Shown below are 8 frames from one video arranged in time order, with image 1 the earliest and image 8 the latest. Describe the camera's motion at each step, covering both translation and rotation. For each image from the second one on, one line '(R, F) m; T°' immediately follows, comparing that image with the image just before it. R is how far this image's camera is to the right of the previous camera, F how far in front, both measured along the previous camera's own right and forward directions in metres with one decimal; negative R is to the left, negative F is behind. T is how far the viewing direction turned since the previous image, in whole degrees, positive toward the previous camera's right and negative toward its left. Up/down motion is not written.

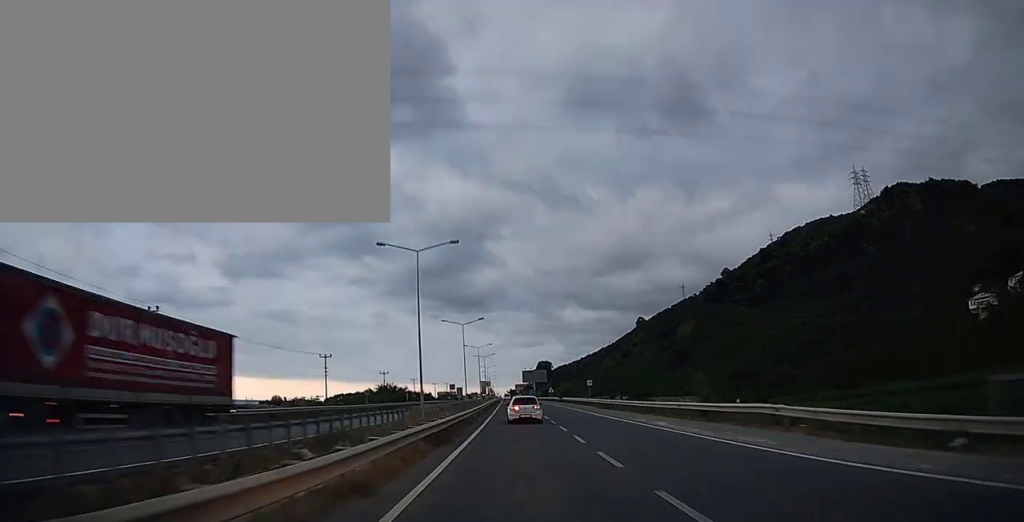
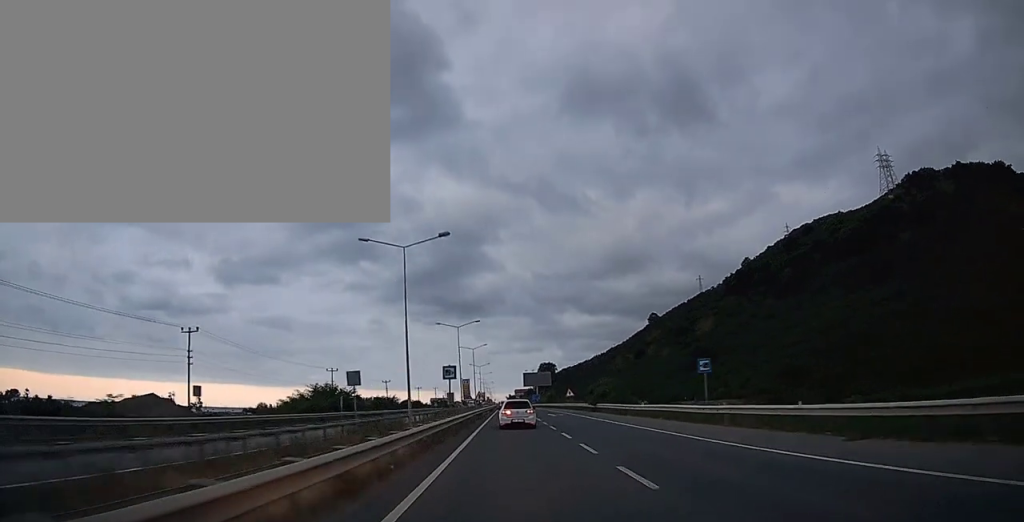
(0.0, +37.9) m; 0°
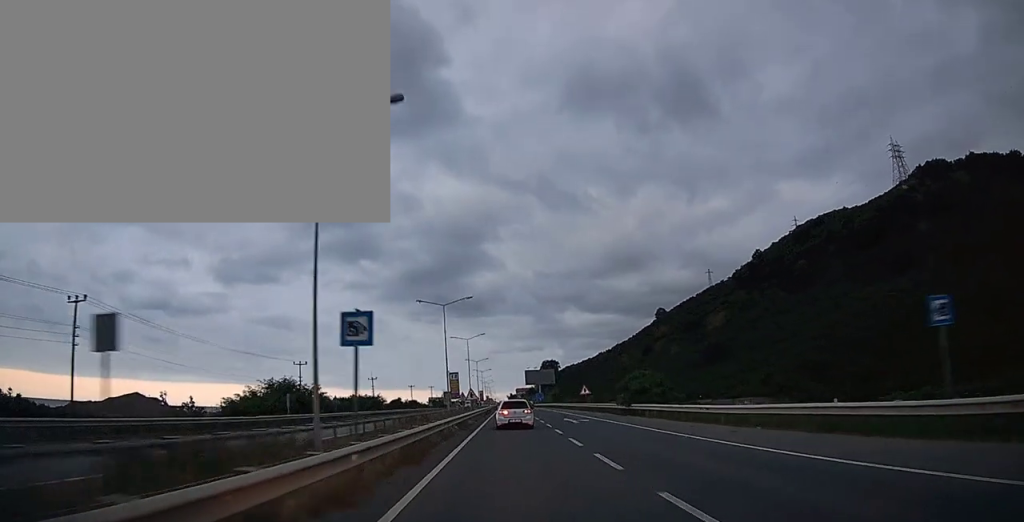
(0.0, +15.0) m; 0°
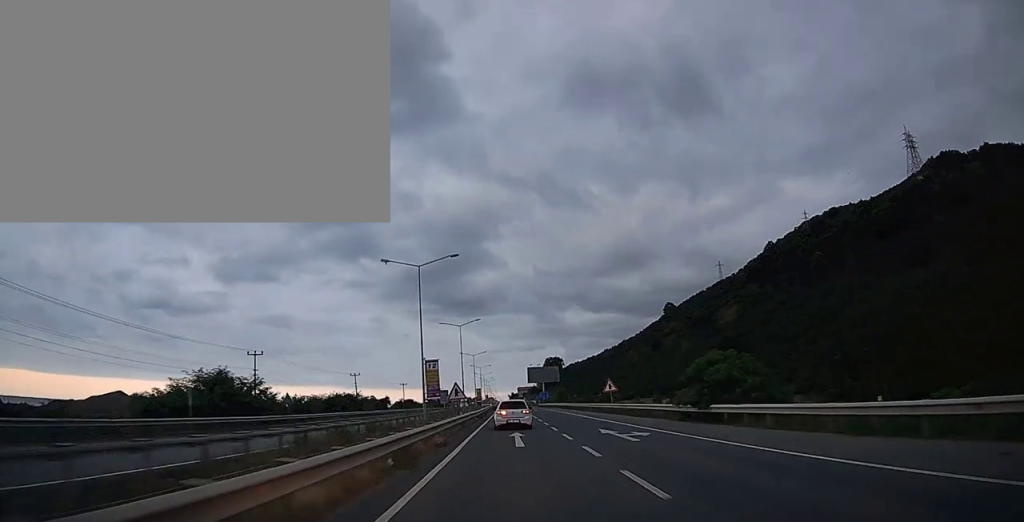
(0.0, +14.9) m; 0°
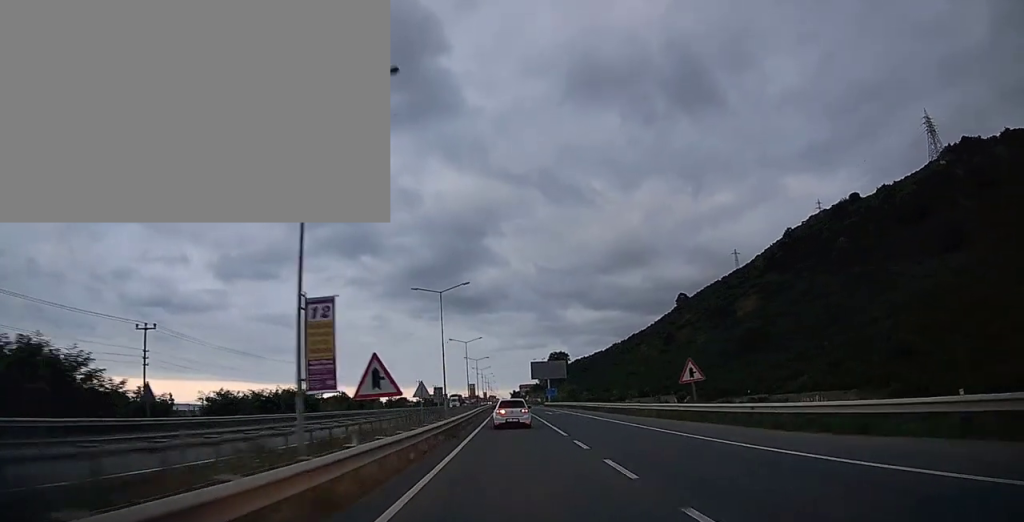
(0.0, +21.4) m; 0°
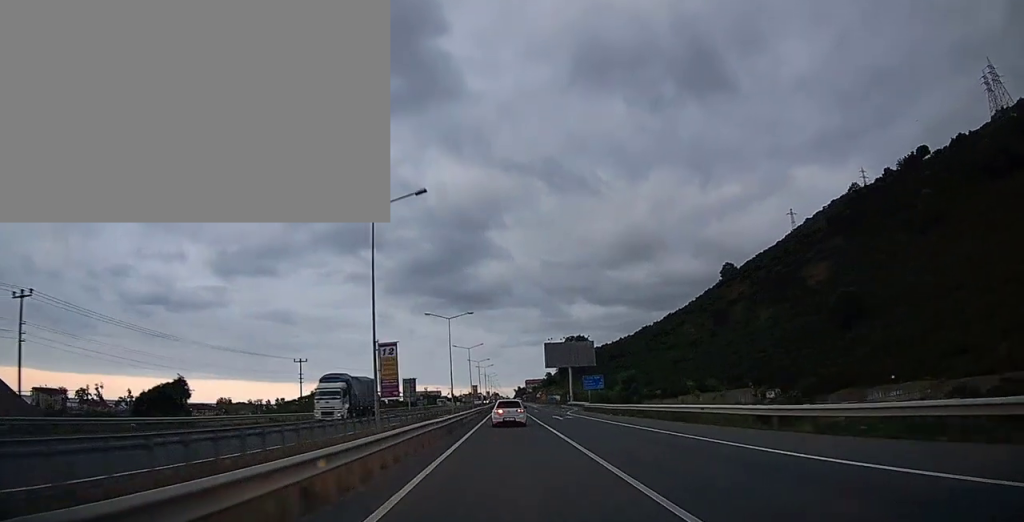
(-0.4, +59.3) m; 0°
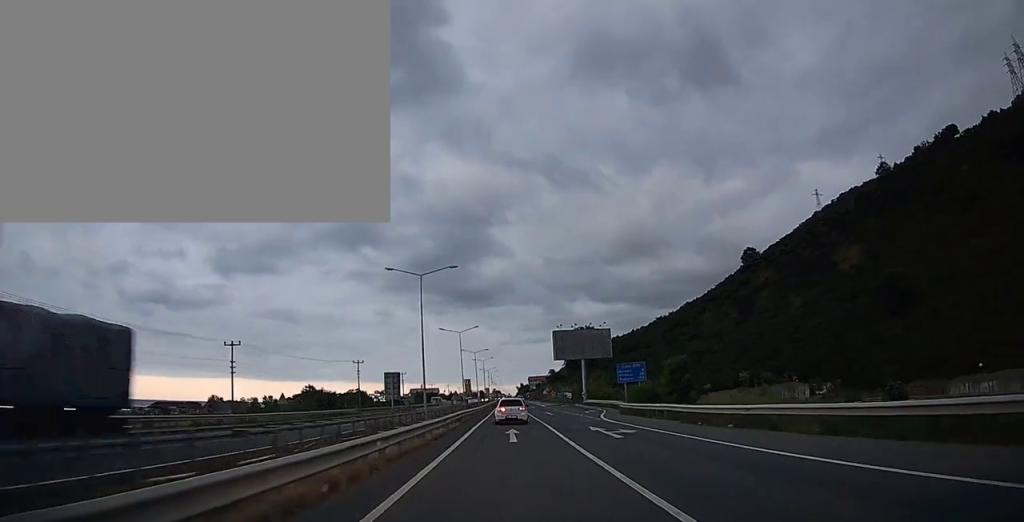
(+0.2, +20.5) m; 0°
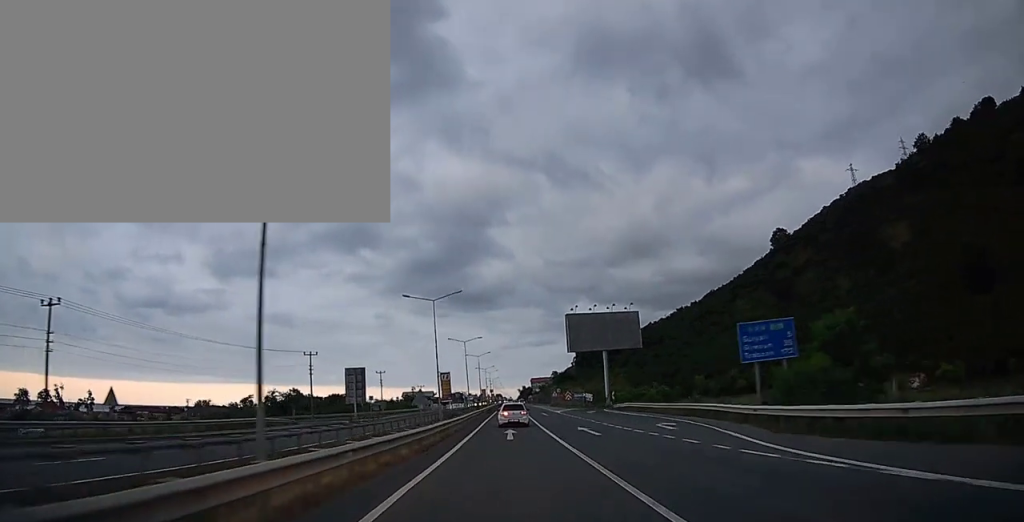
(-0.2, +27.0) m; 0°
